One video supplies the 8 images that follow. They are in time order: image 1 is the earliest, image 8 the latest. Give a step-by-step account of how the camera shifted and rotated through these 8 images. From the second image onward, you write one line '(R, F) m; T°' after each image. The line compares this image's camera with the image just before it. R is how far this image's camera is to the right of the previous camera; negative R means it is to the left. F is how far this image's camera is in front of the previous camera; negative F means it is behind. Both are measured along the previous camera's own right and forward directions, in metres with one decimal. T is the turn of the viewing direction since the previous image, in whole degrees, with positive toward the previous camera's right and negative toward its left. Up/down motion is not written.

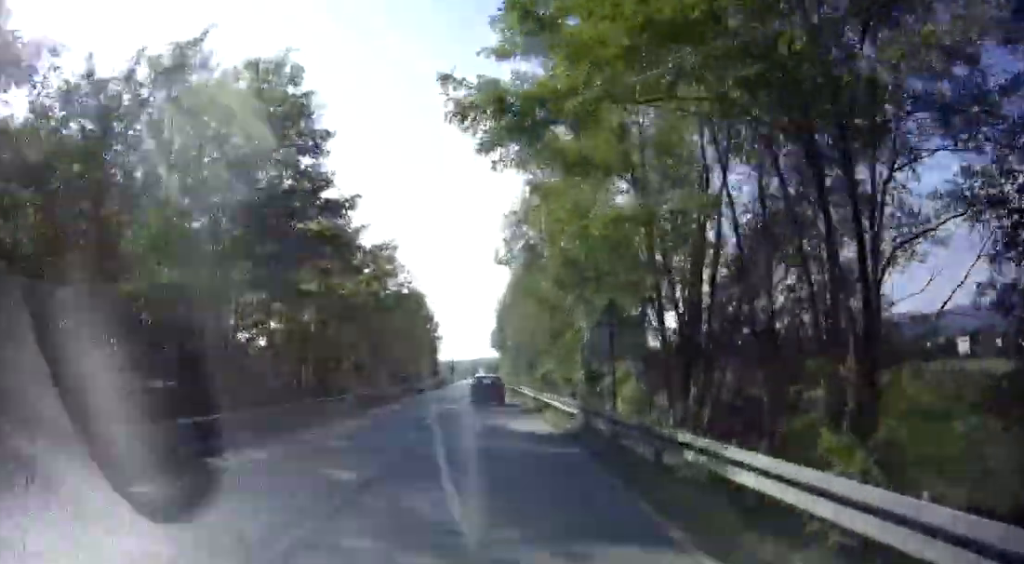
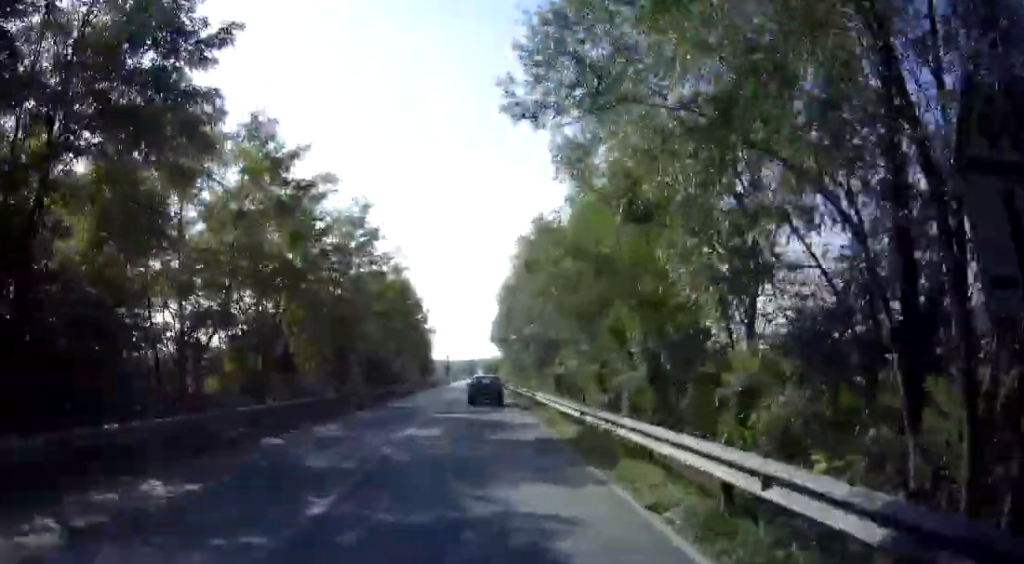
(+0.1, +11.8) m; 0°
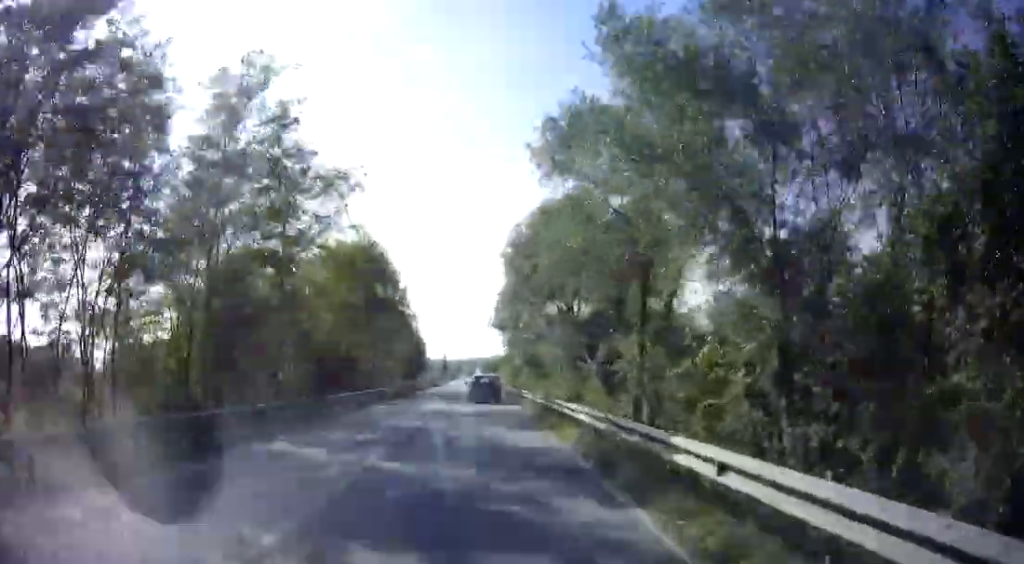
(0.0, +17.1) m; 0°
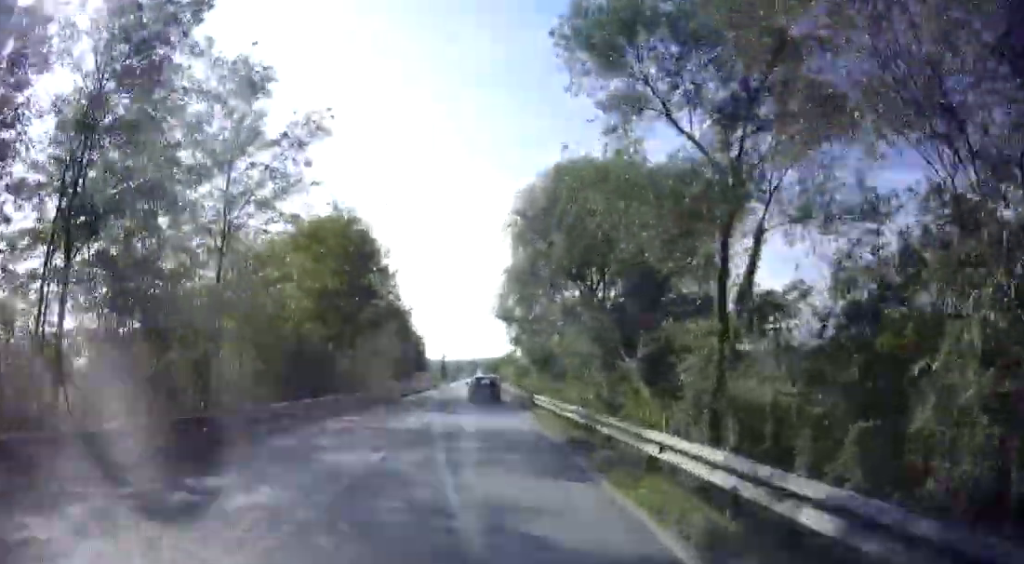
(0.0, +7.1) m; -1°
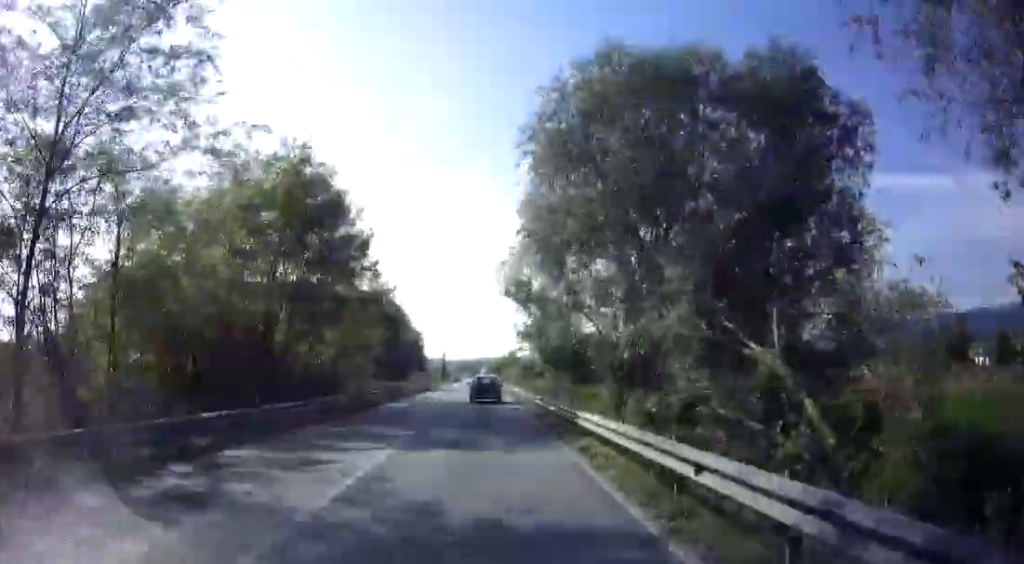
(0.0, +10.7) m; -1°
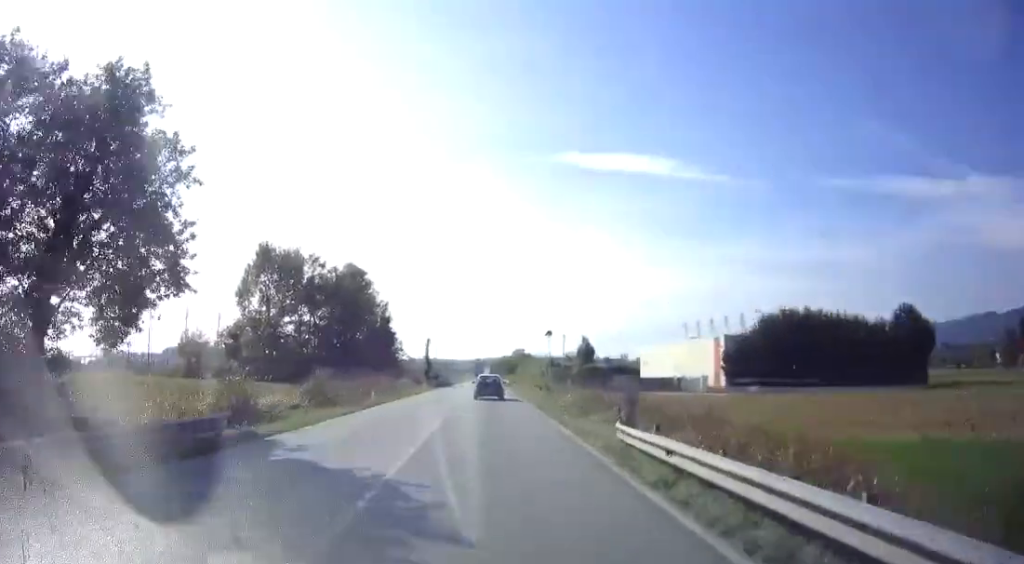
(-0.2, +51.9) m; 0°
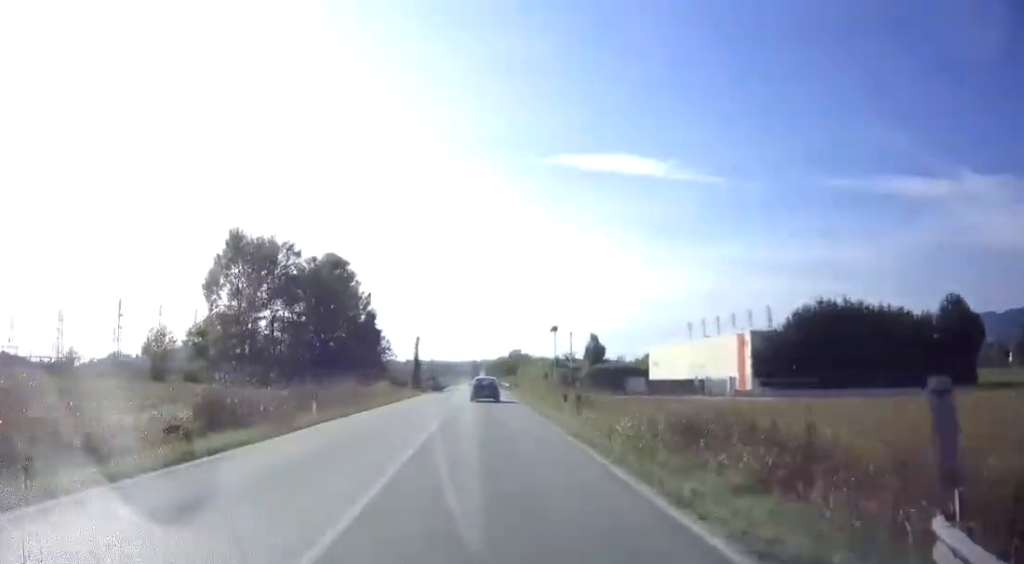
(+0.2, +9.8) m; +1°
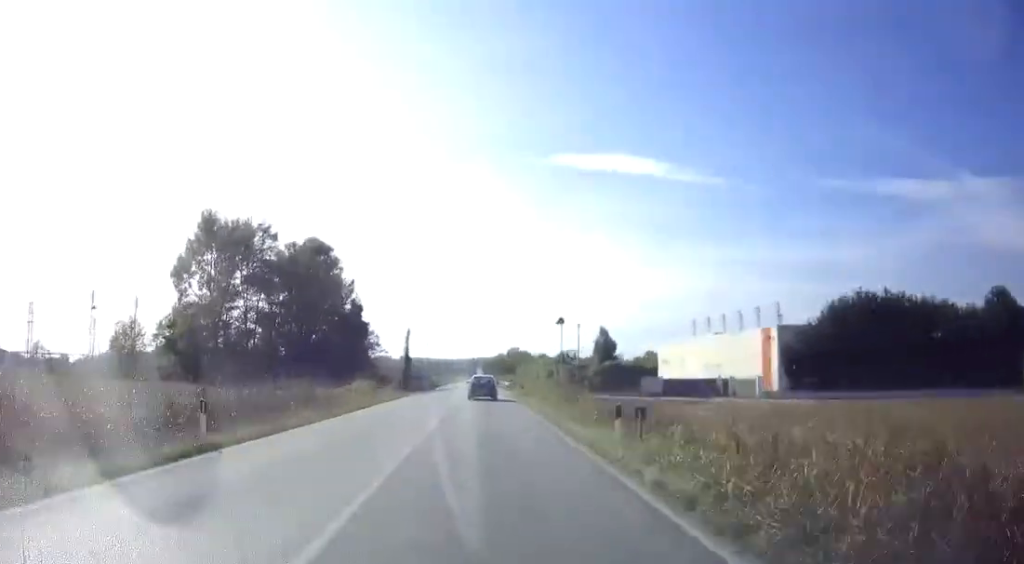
(+0.1, +7.9) m; +1°
